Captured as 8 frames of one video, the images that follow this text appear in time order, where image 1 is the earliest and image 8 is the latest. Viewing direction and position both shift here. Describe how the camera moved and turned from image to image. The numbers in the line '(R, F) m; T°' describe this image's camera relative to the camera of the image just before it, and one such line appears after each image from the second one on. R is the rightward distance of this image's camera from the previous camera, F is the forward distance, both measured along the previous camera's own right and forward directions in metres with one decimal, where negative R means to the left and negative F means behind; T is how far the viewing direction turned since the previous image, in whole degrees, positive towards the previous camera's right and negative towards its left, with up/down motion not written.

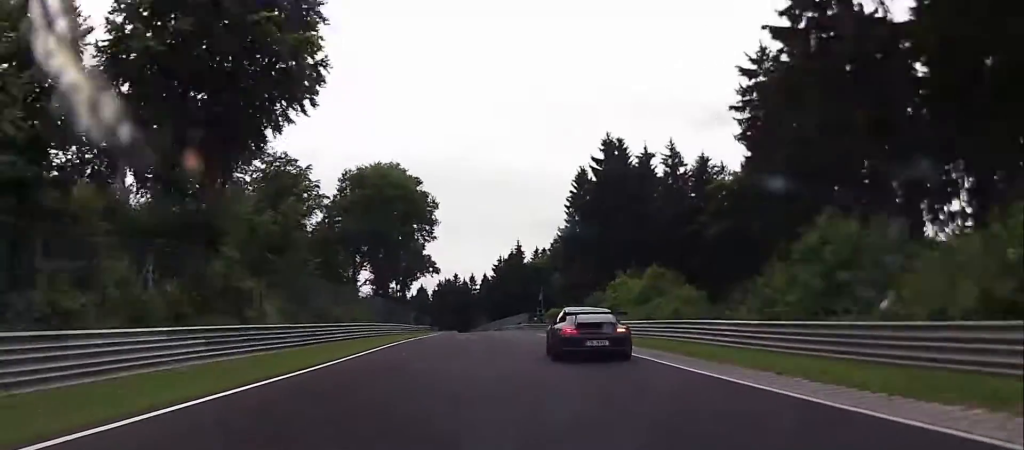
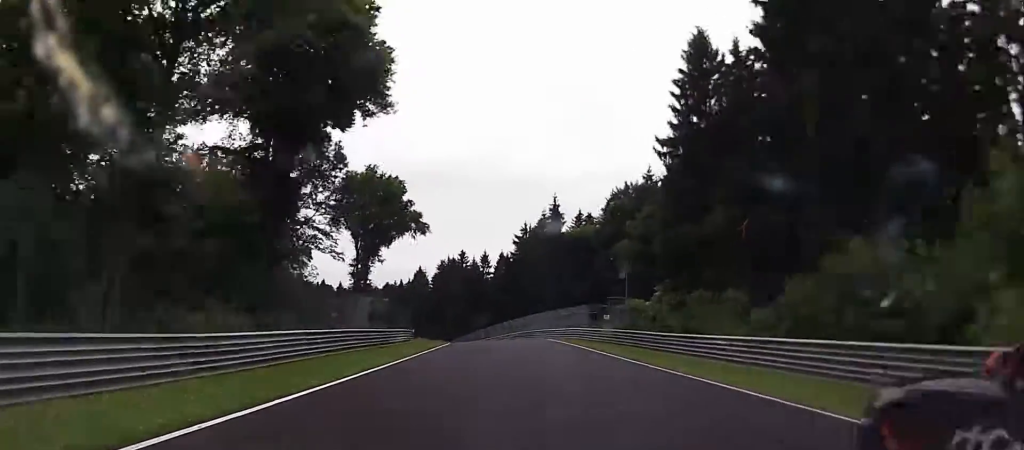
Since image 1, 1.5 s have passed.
(-1.9, +54.5) m; -3°
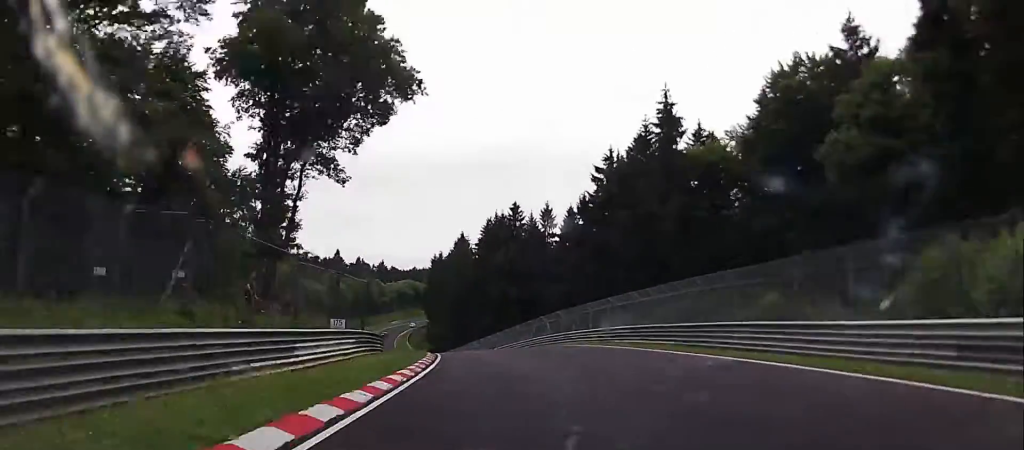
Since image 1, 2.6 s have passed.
(-0.7, +45.0) m; -3°
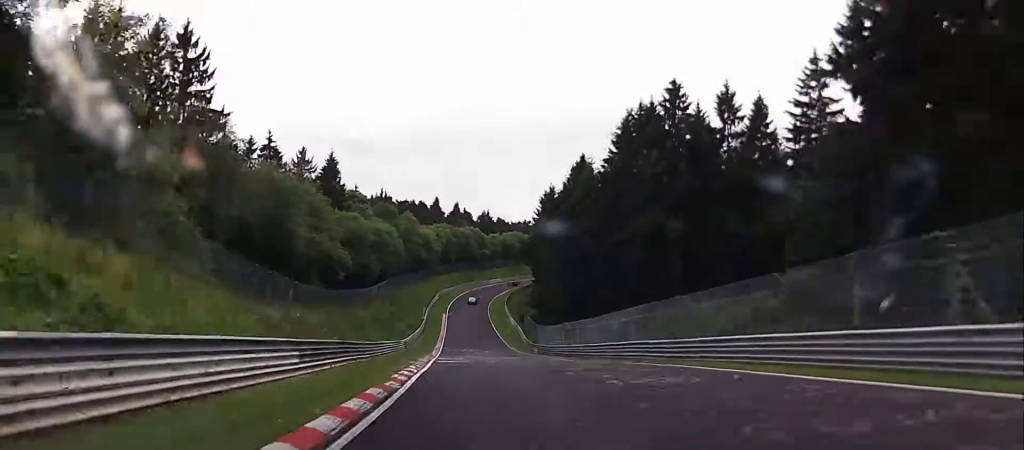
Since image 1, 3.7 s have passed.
(-1.3, +42.9) m; -3°
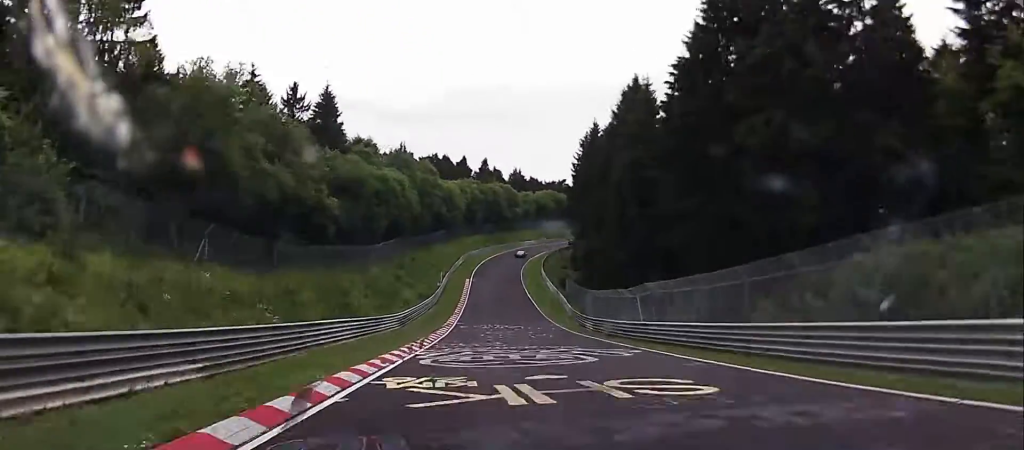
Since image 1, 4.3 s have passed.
(-0.3, +22.8) m; -3°
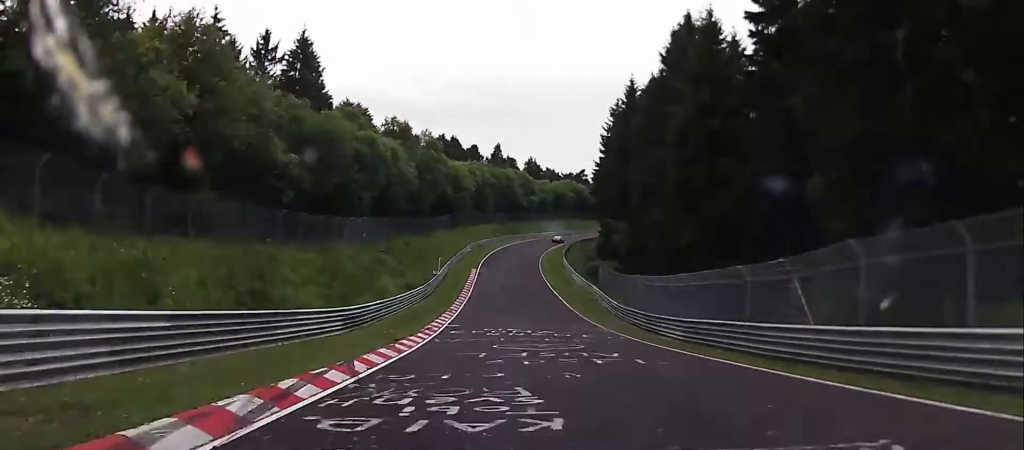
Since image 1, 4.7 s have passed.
(+0.5, +17.9) m; -2°
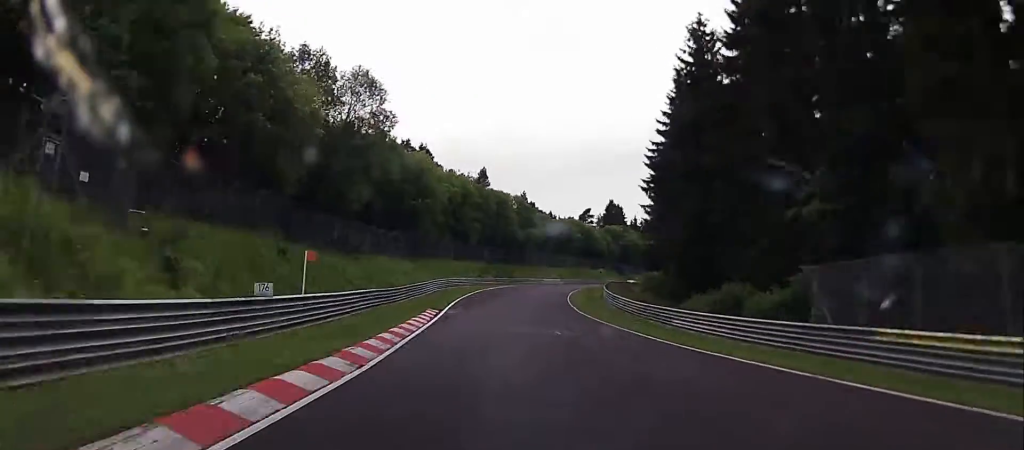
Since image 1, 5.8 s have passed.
(-3.2, +47.5) m; -4°
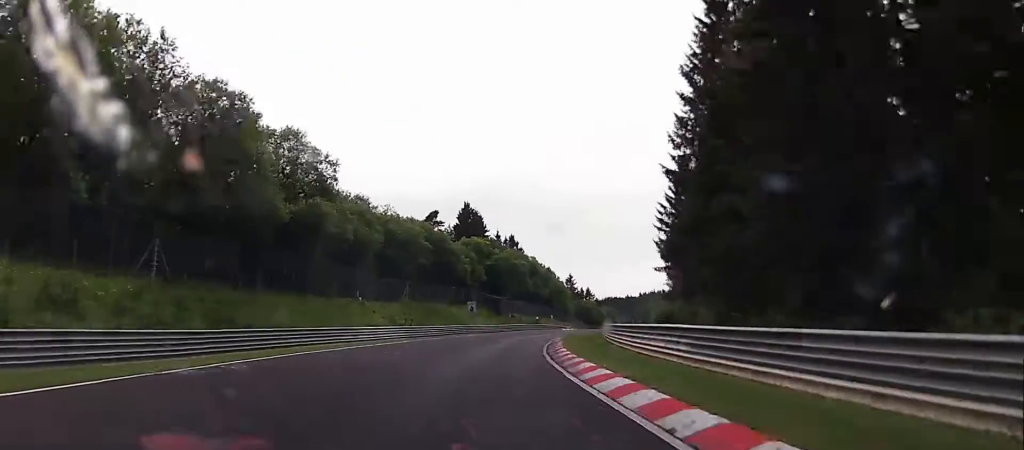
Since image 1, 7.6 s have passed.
(+7.2, +73.7) m; +16°
